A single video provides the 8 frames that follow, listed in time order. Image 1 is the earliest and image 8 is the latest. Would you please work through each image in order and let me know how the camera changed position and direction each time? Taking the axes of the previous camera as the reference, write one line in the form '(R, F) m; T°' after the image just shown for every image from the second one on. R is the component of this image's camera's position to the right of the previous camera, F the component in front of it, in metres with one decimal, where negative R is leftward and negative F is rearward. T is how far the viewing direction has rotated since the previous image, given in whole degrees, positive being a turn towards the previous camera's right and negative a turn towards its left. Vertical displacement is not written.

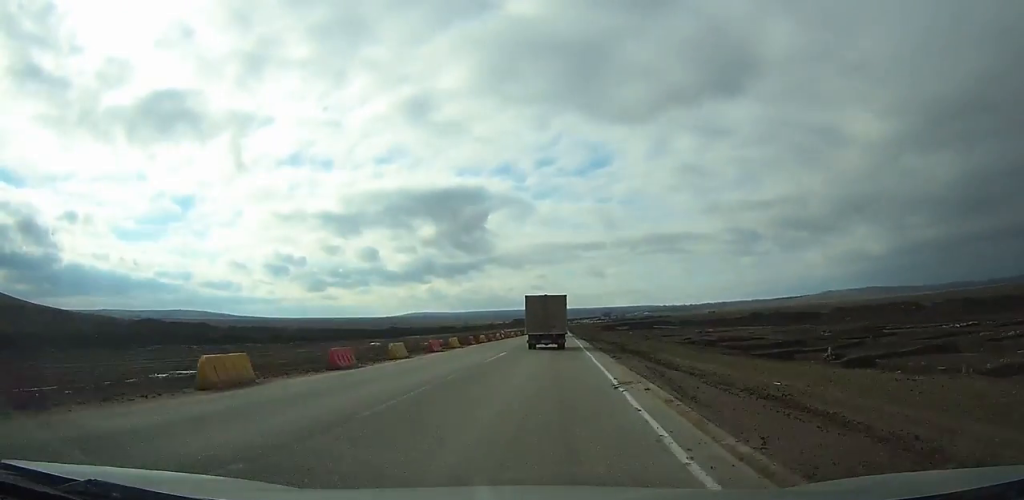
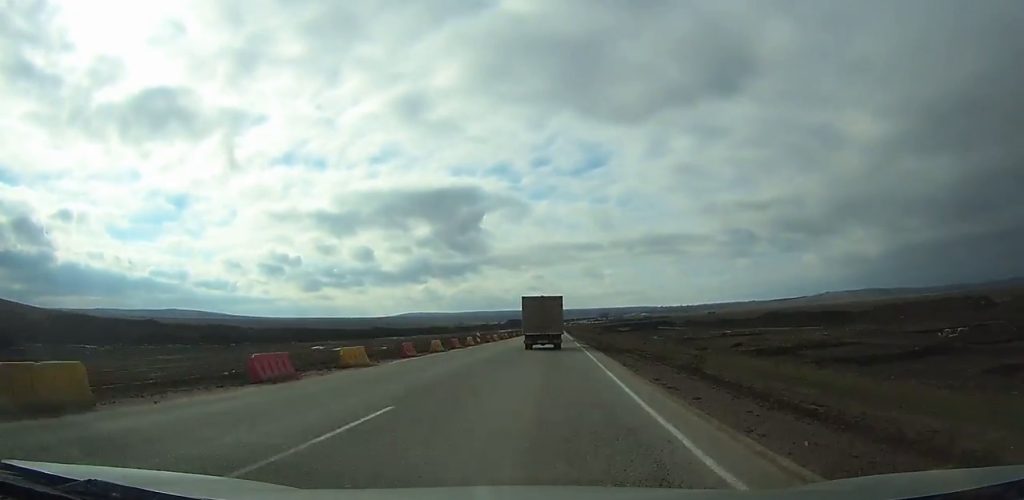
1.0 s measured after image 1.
(0.0, +19.8) m; 0°
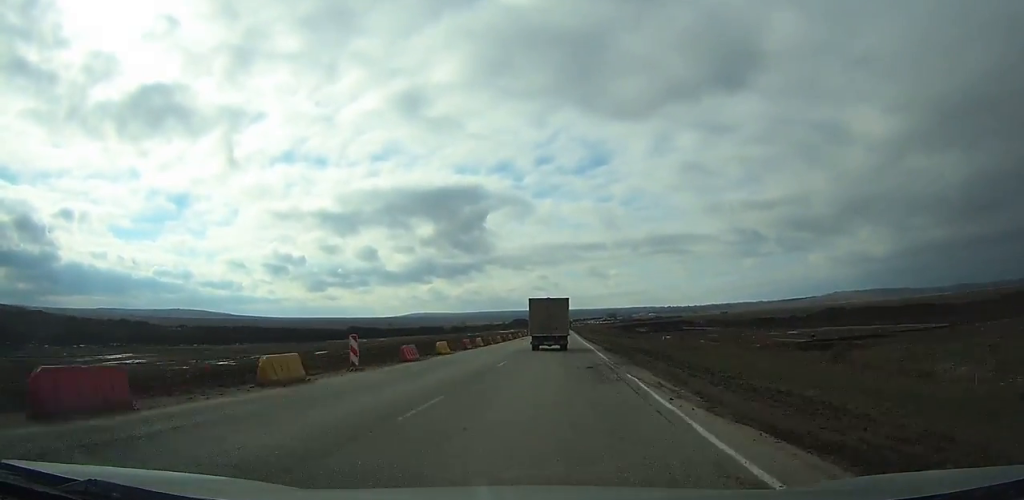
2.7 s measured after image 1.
(-0.1, +34.2) m; 0°
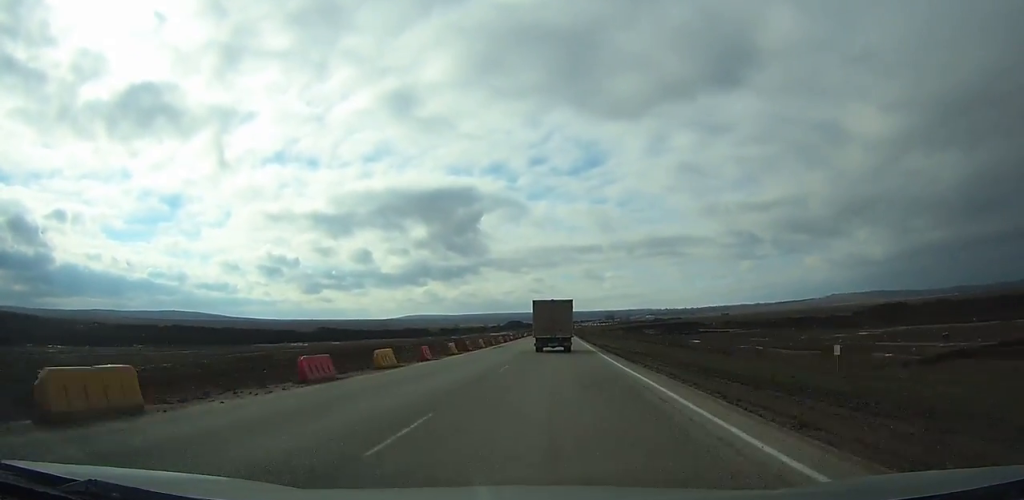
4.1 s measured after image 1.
(0.0, +26.4) m; 0°
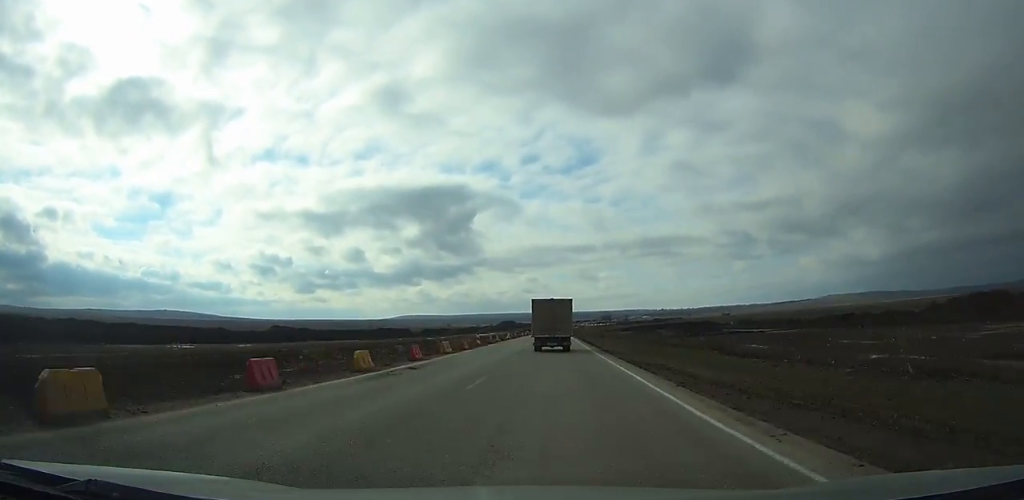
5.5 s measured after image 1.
(0.0, +29.2) m; 0°
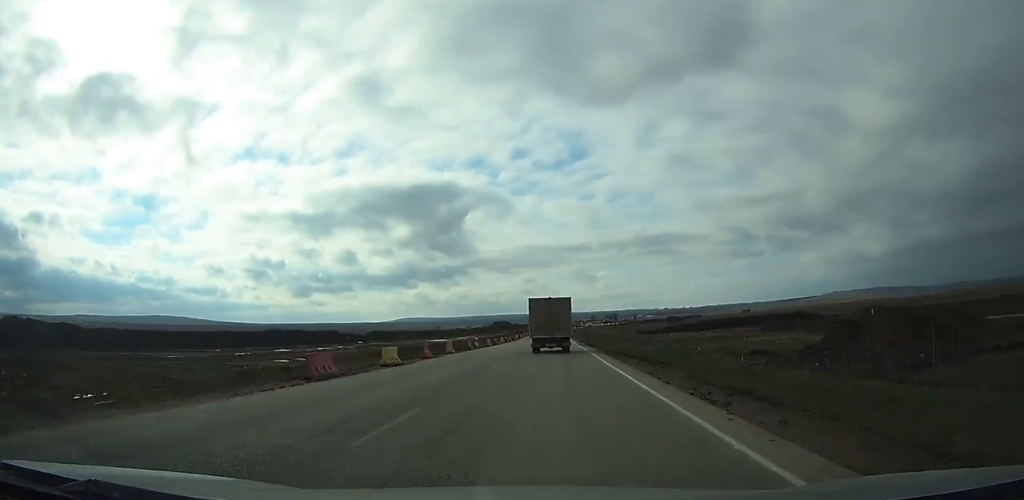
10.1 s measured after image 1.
(+0.2, +90.1) m; 0°
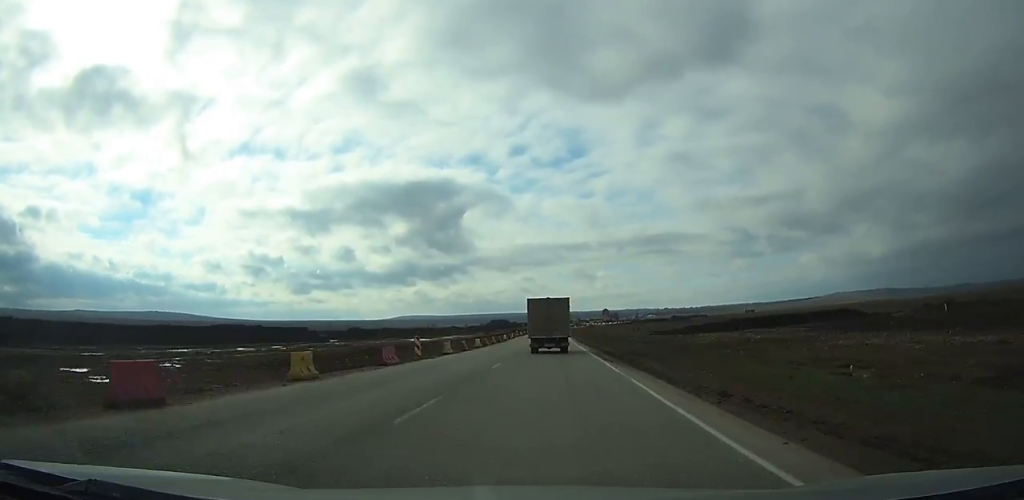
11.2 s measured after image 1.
(0.0, +22.5) m; 0°
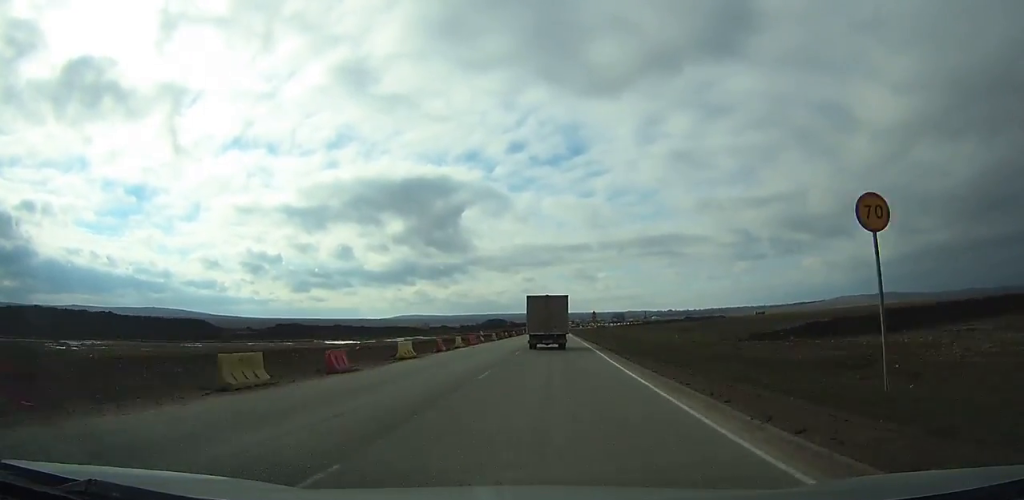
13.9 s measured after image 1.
(+0.1, +52.9) m; 0°
